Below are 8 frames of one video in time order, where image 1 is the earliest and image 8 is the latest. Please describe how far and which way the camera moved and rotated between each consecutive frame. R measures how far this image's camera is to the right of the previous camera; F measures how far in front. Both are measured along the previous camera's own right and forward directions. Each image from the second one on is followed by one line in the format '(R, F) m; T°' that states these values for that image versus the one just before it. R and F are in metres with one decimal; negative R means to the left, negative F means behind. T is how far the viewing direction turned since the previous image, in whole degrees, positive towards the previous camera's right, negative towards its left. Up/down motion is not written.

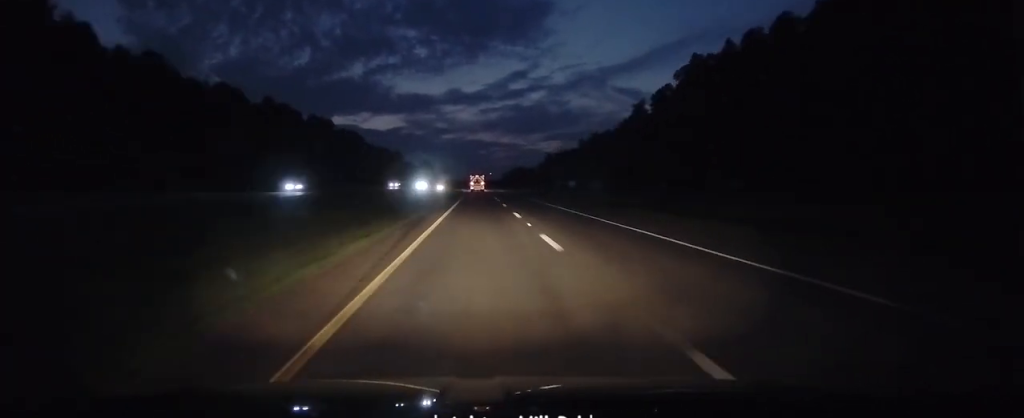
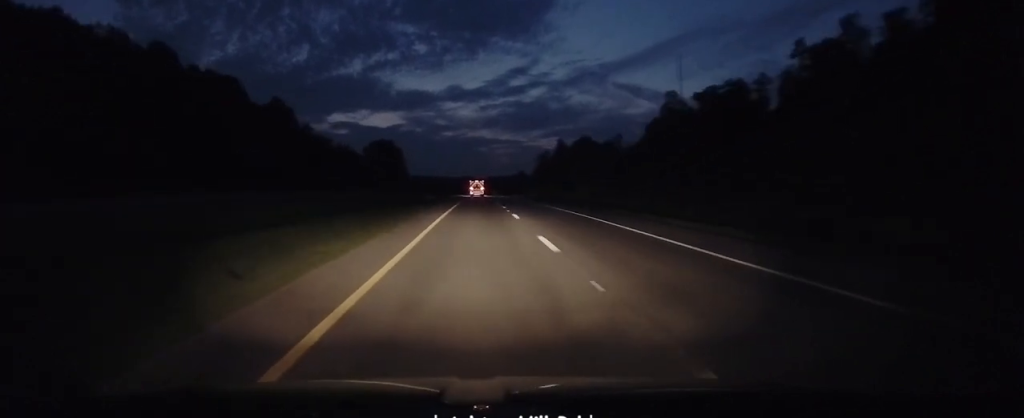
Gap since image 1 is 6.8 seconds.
(+0.1, +224.5) m; 0°
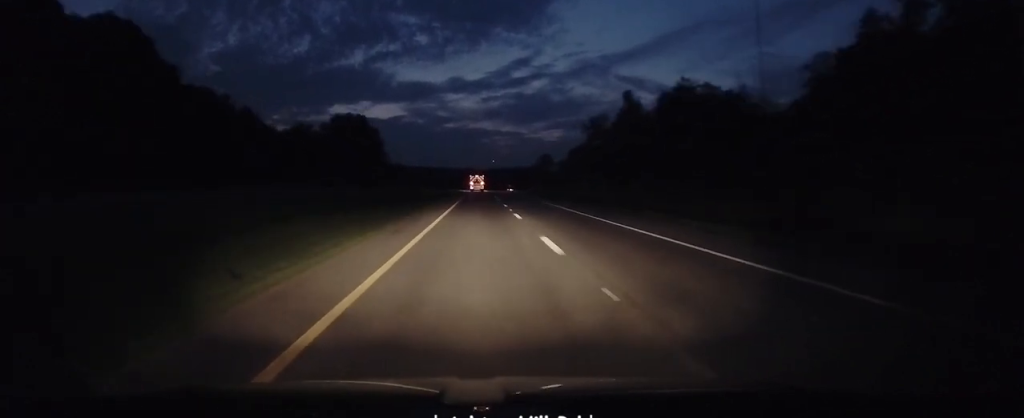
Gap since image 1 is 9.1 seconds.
(+0.4, +73.4) m; 0°
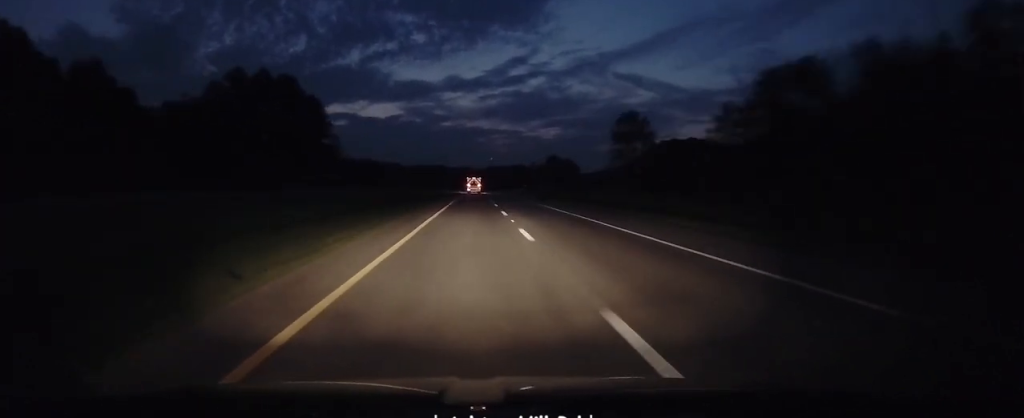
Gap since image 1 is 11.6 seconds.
(-0.1, +82.4) m; +1°
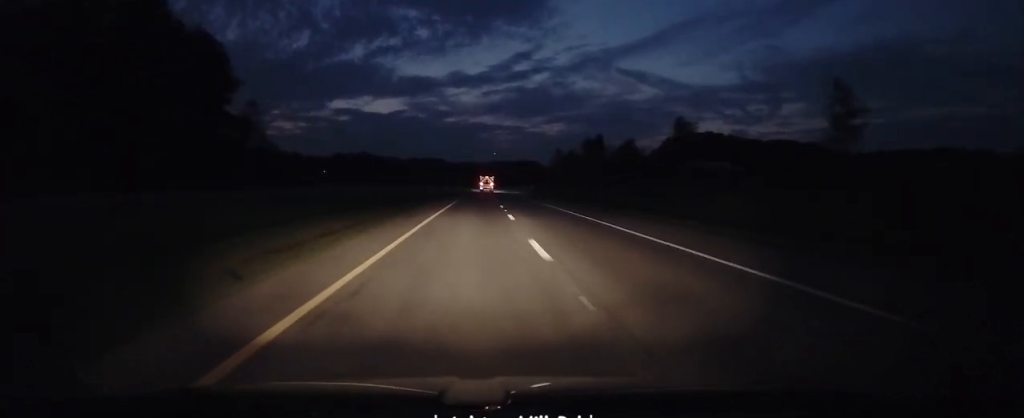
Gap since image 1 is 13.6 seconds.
(-1.3, +65.3) m; +1°
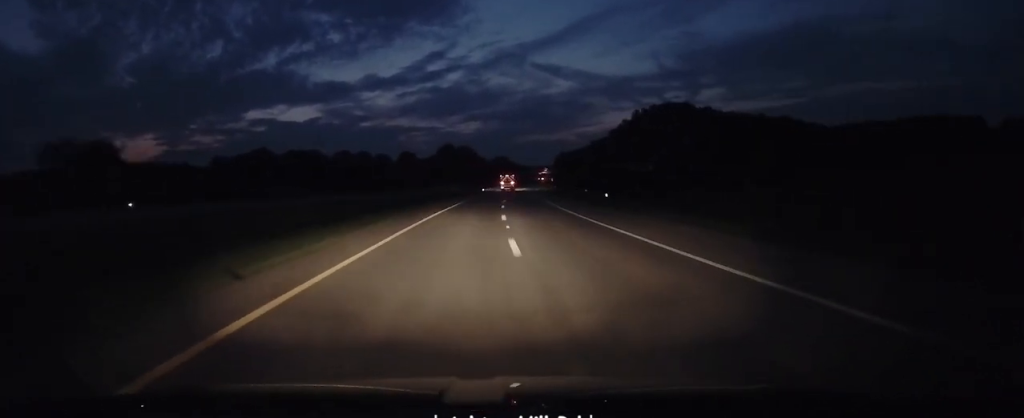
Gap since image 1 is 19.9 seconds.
(+14.3, +198.7) m; +8°
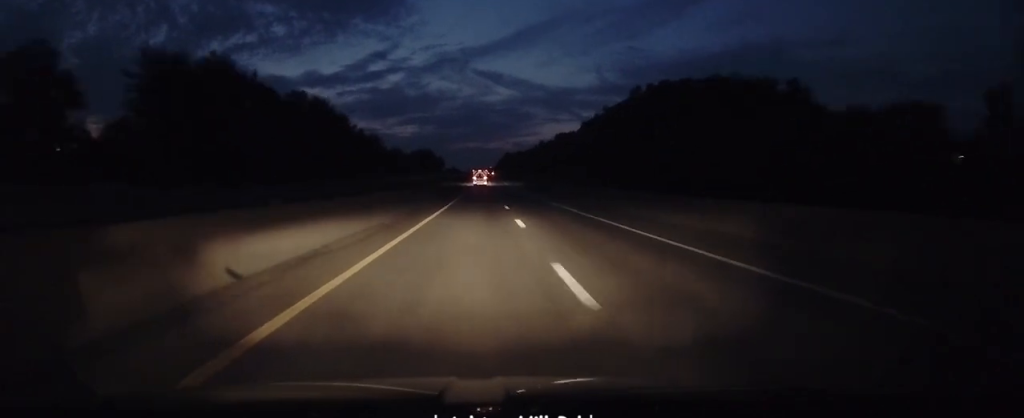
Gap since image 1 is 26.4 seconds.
(+14.3, +228.3) m; +5°
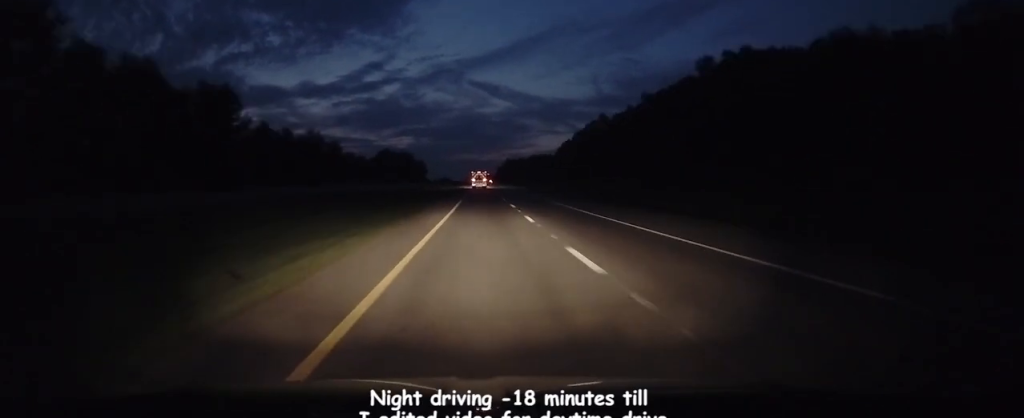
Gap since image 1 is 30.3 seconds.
(+1.1, +132.9) m; 0°
